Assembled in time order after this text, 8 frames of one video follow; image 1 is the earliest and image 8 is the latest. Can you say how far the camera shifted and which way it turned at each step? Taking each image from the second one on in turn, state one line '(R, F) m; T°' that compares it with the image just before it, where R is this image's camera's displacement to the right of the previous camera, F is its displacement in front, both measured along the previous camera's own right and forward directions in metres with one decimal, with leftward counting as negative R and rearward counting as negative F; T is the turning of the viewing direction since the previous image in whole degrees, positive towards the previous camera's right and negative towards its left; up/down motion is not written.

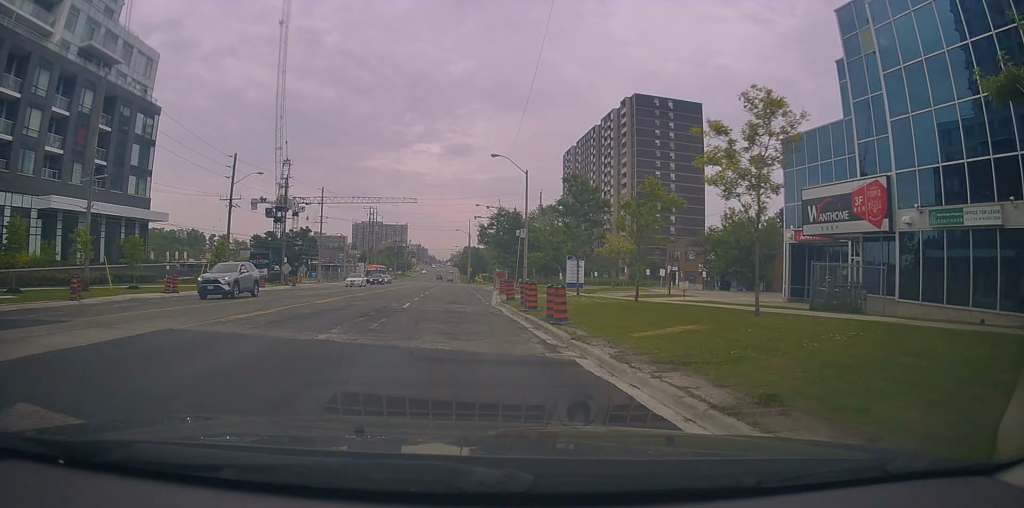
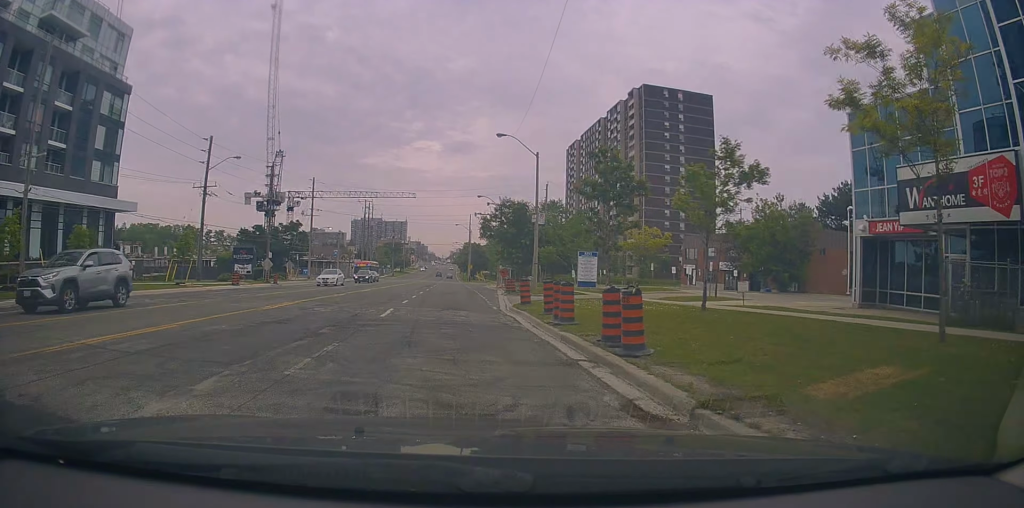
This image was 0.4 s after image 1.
(+0.2, +6.5) m; +1°
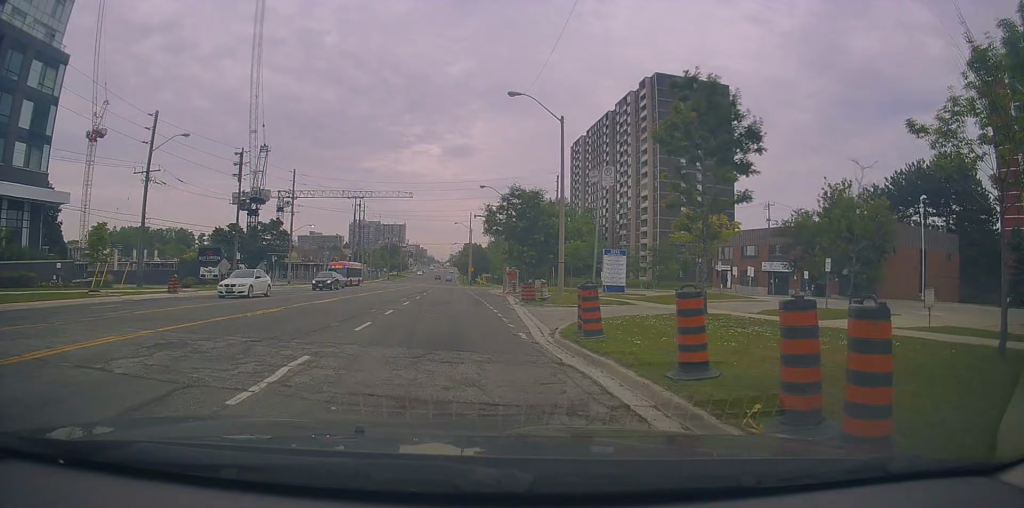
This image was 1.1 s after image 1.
(+0.1, +10.5) m; +1°
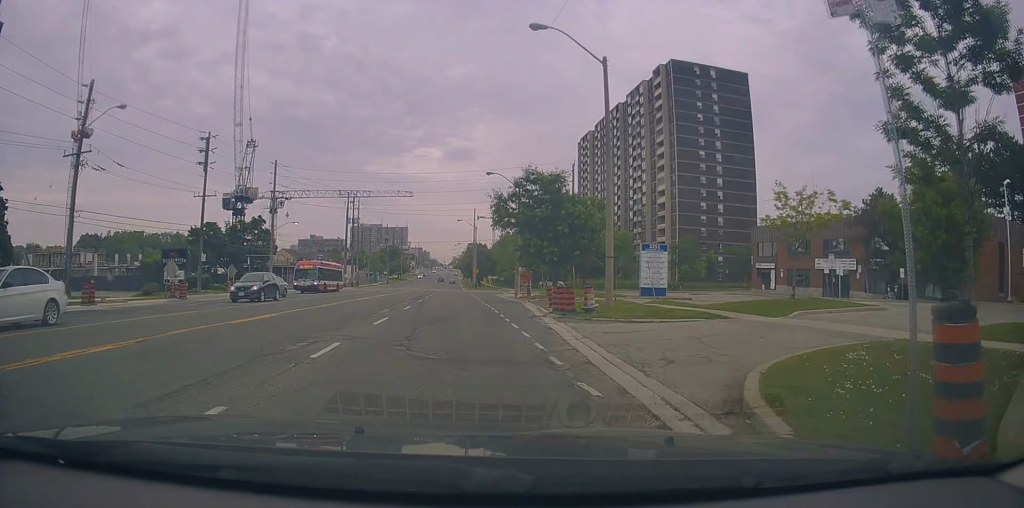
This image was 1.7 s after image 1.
(0.0, +9.4) m; 0°
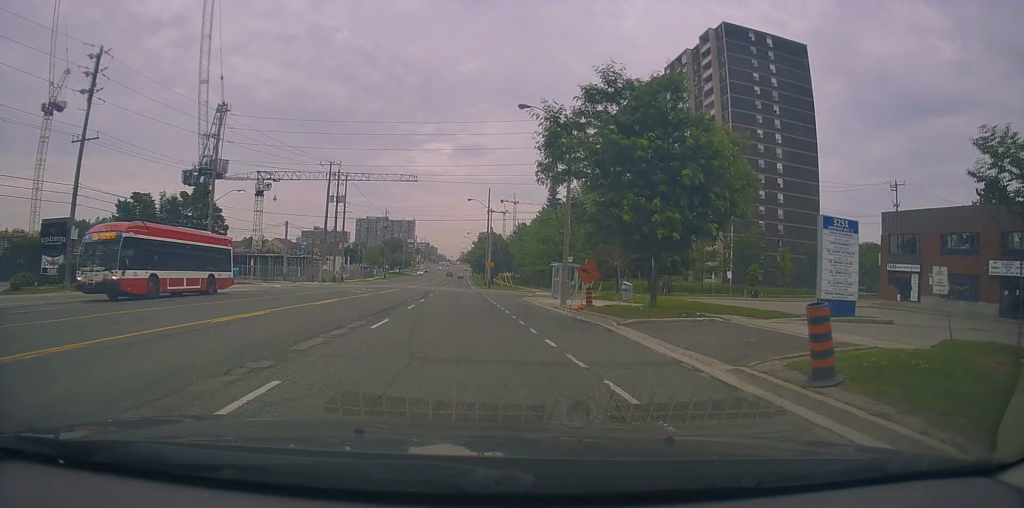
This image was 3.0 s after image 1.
(-0.5, +20.6) m; -2°
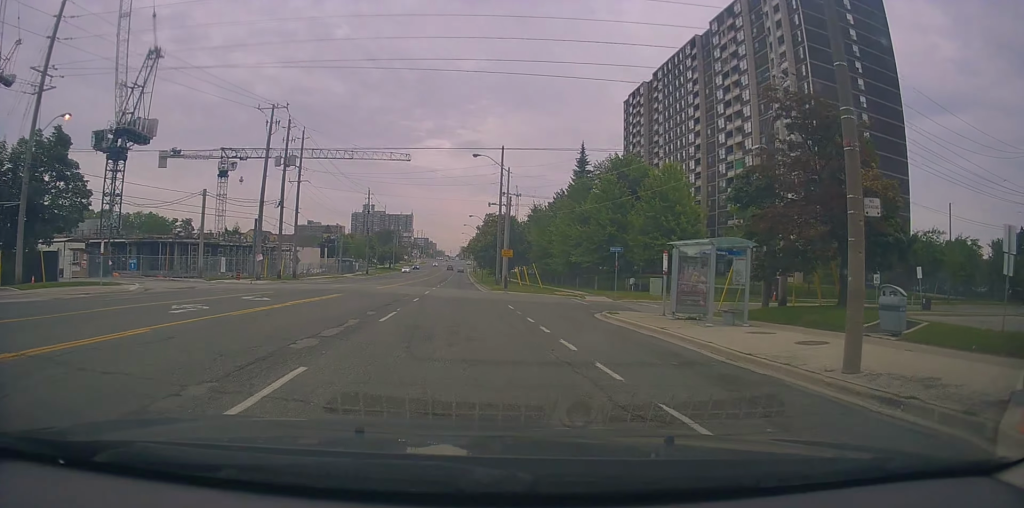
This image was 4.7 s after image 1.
(+0.7, +24.5) m; +1°
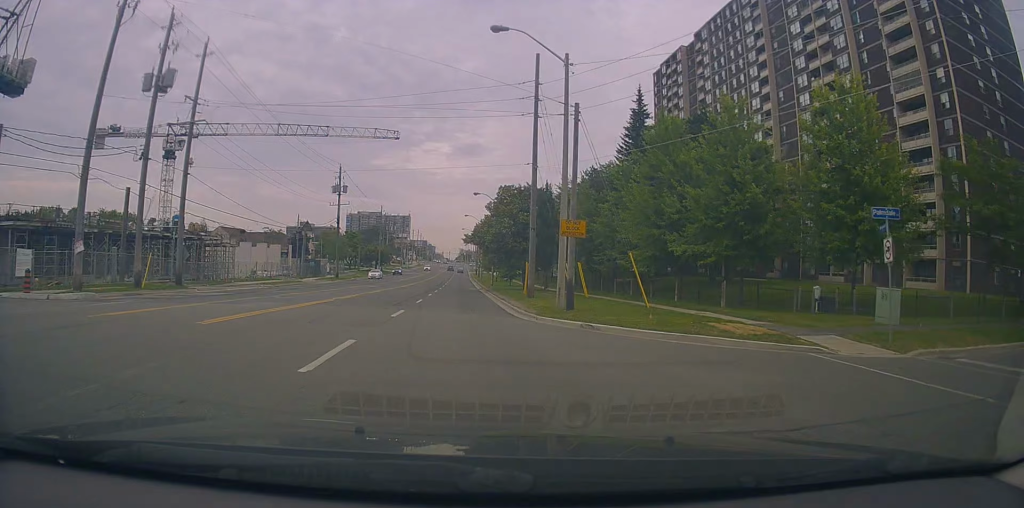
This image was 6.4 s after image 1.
(-1.5, +26.1) m; -1°
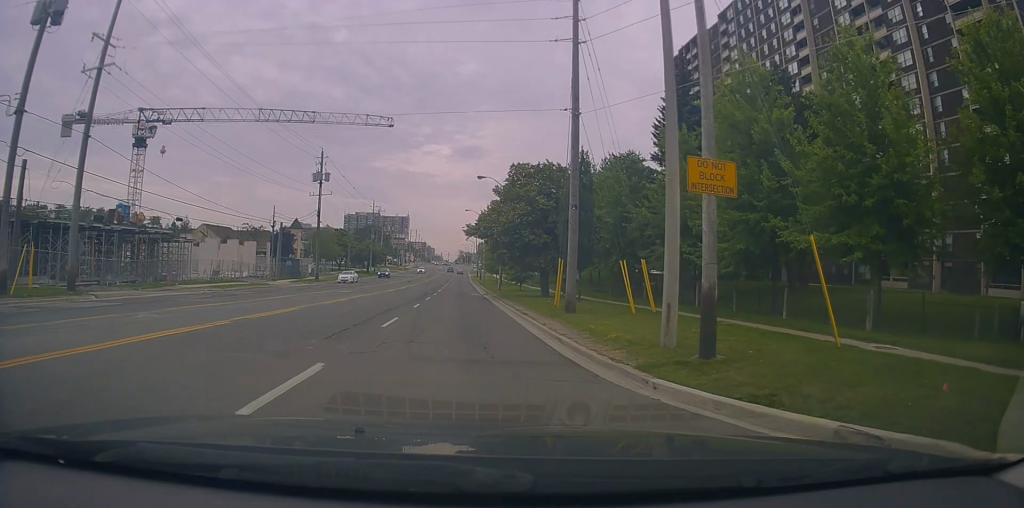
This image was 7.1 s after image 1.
(+0.4, +11.4) m; +1°
